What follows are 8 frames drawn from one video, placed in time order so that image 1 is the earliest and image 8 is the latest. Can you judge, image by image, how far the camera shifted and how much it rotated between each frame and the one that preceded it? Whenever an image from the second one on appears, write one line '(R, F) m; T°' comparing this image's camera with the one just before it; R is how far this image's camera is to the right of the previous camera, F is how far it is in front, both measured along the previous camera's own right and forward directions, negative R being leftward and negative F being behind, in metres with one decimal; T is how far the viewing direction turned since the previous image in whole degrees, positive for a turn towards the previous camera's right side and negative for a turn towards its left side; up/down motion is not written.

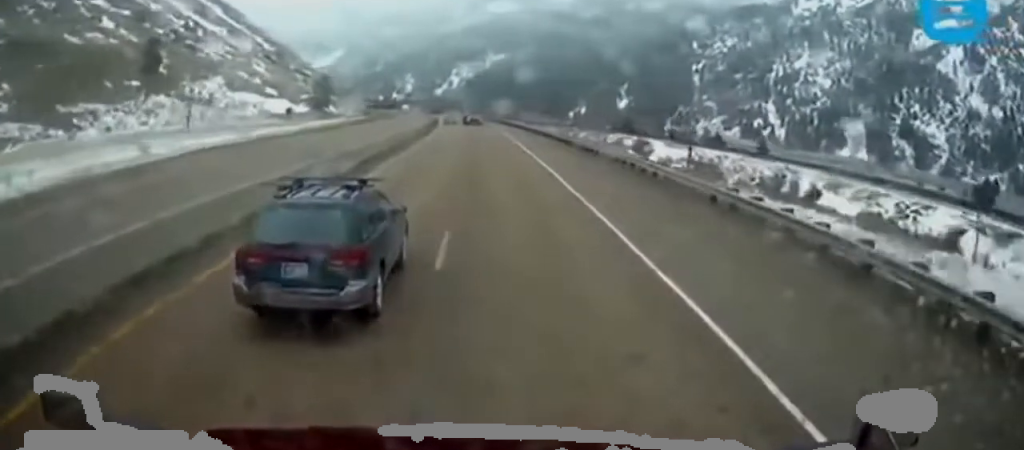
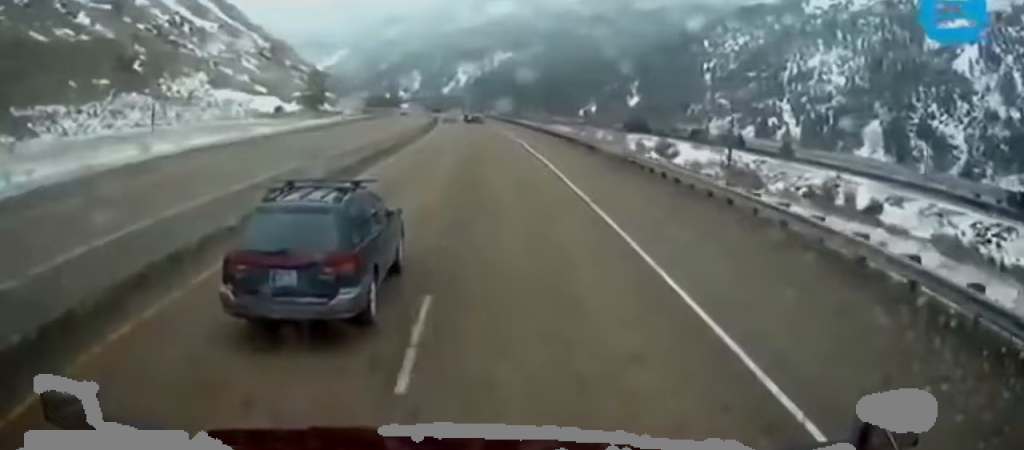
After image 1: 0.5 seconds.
(0.0, +16.8) m; 0°
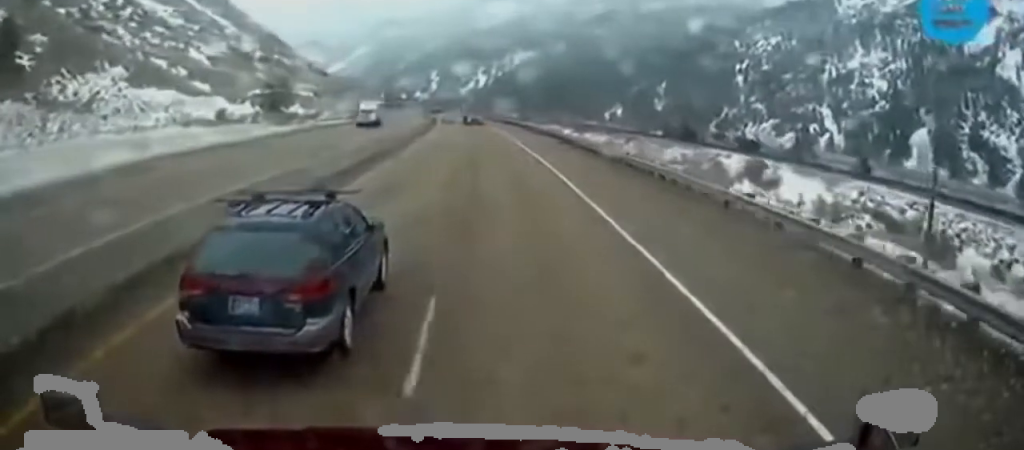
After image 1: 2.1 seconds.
(0.0, +49.6) m; 0°
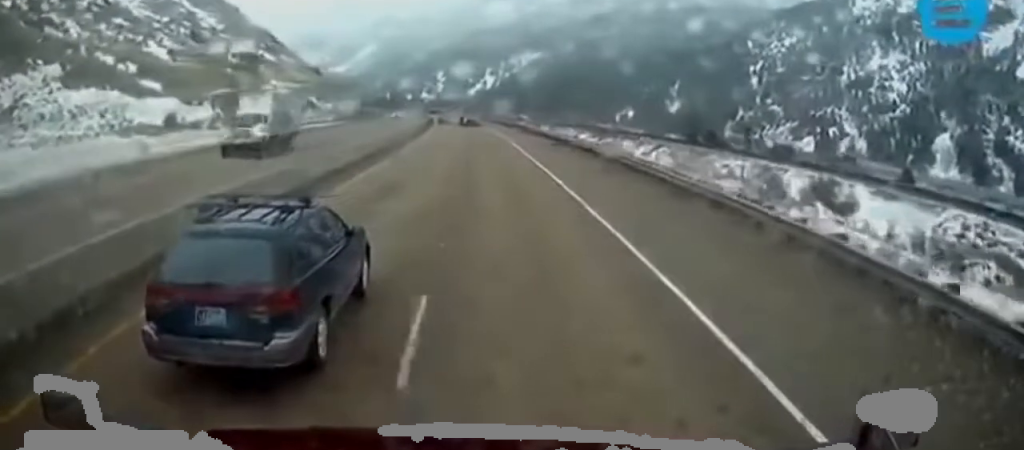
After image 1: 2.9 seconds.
(0.0, +24.4) m; 0°
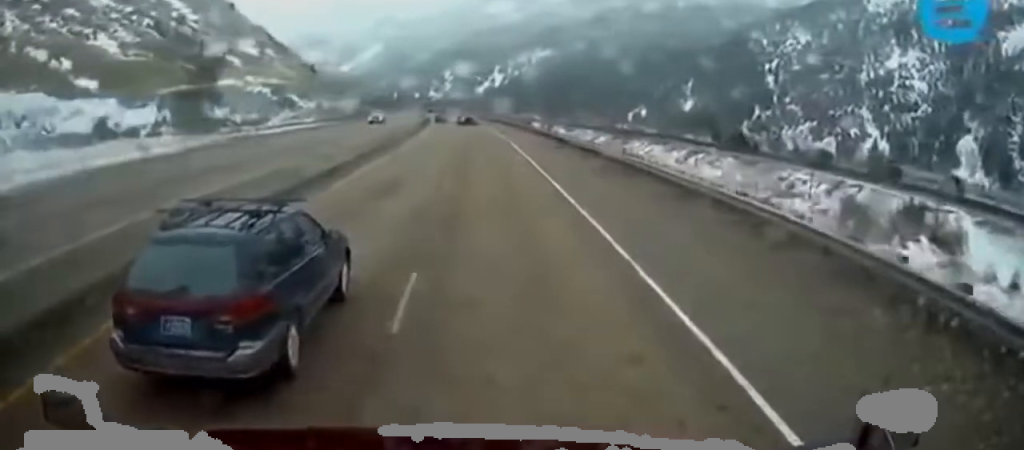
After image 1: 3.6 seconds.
(0.0, +23.4) m; 0°
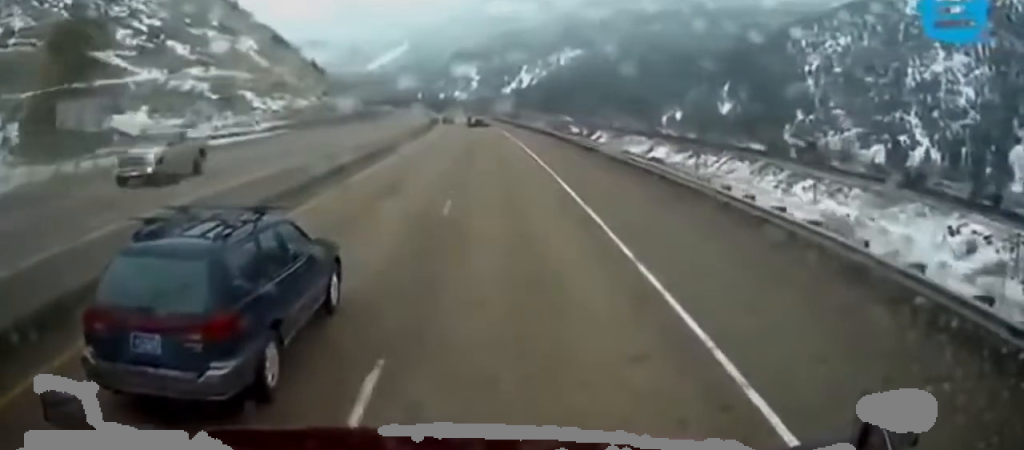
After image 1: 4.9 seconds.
(0.0, +40.5) m; 0°
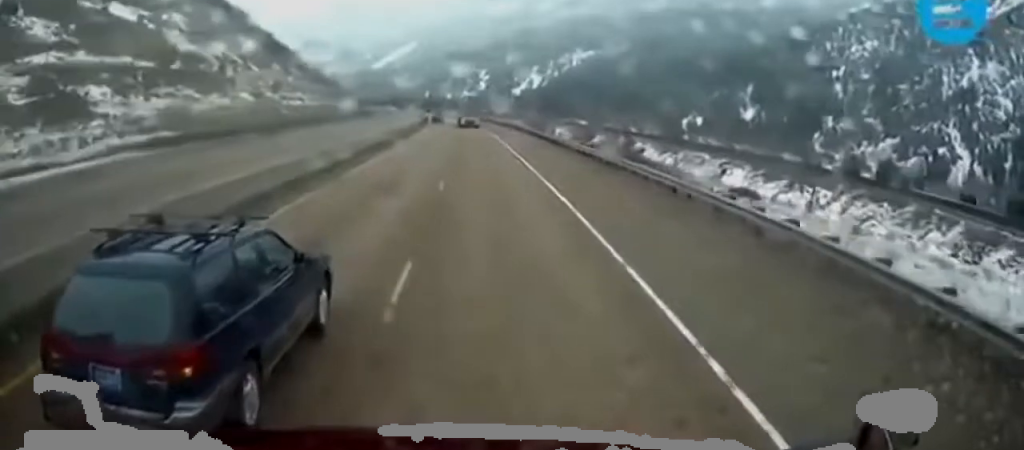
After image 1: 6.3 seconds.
(0.0, +44.8) m; 0°
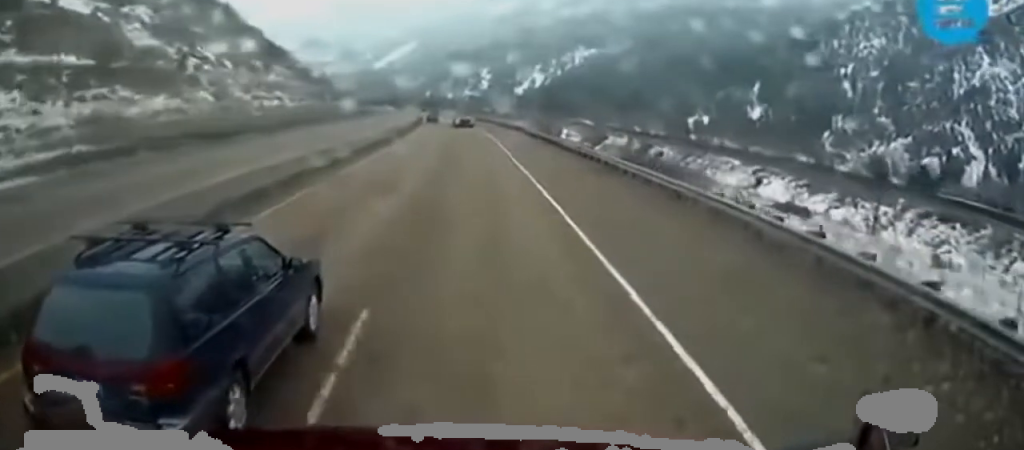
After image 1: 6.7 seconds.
(0.0, +14.9) m; 0°
